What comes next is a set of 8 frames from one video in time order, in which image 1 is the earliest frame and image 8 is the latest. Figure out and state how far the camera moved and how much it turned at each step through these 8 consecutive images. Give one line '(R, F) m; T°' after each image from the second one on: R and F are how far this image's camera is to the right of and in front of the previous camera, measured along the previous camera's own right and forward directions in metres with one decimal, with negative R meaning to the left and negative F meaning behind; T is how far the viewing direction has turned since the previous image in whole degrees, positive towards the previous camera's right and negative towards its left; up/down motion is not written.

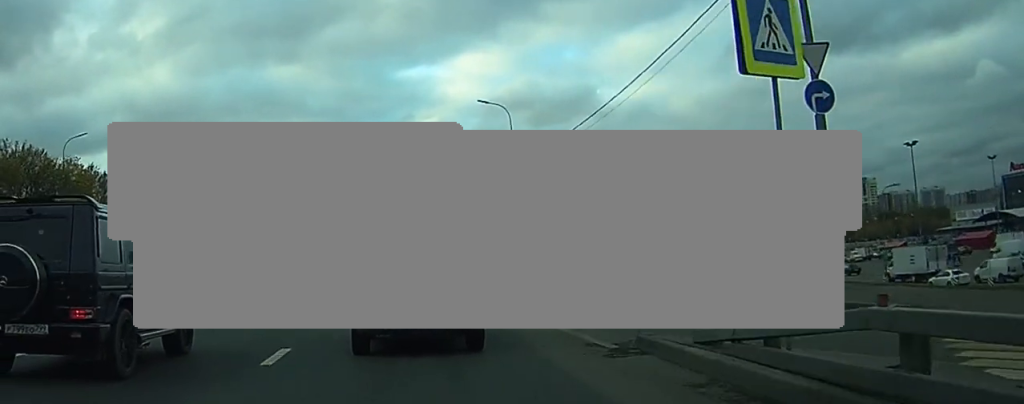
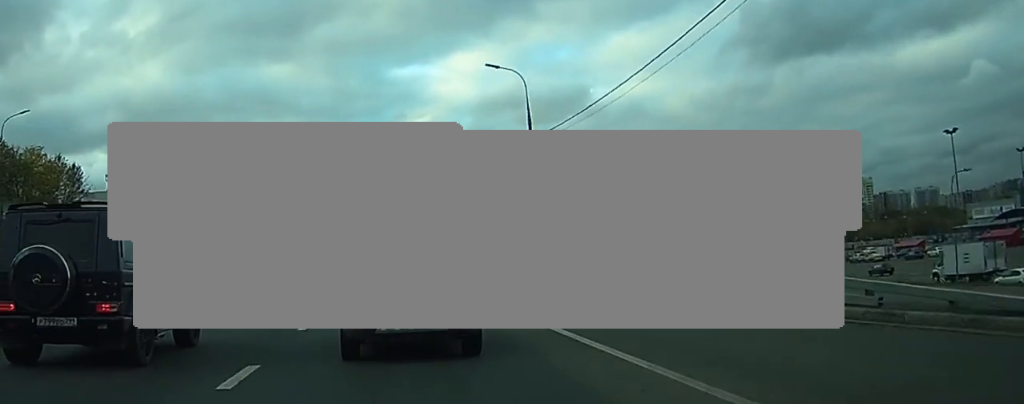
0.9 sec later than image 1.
(+0.1, +10.1) m; 0°
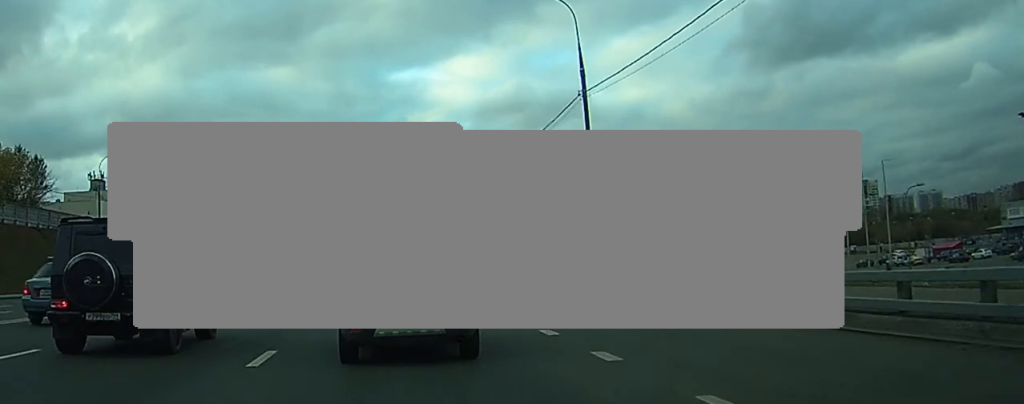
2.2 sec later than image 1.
(-0.2, +14.1) m; 0°
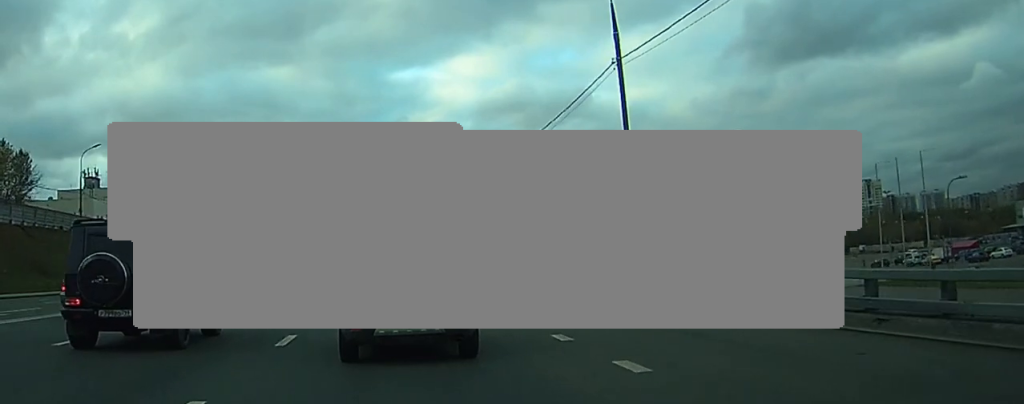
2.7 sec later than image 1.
(+0.1, +5.3) m; 0°
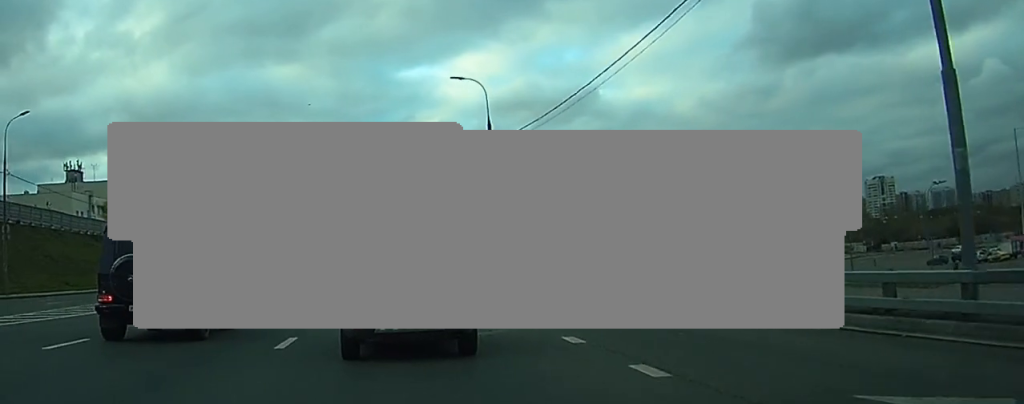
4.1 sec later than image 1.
(+0.1, +16.6) m; -1°
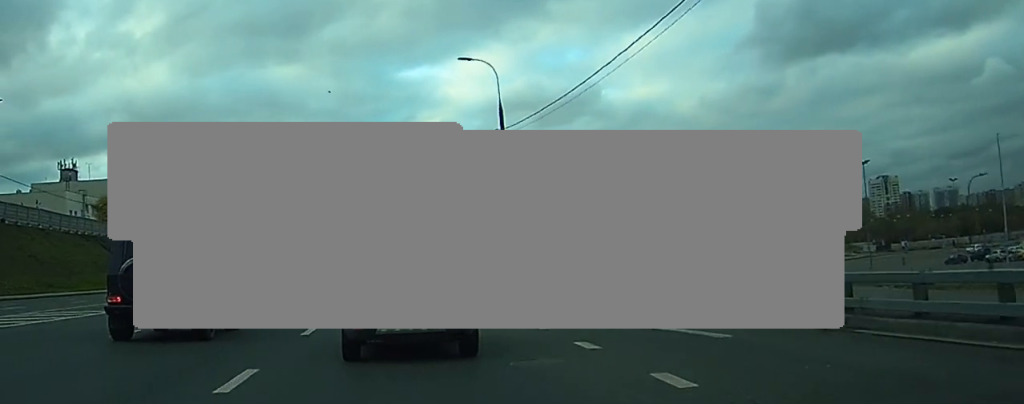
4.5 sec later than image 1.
(0.0, +4.8) m; 0°
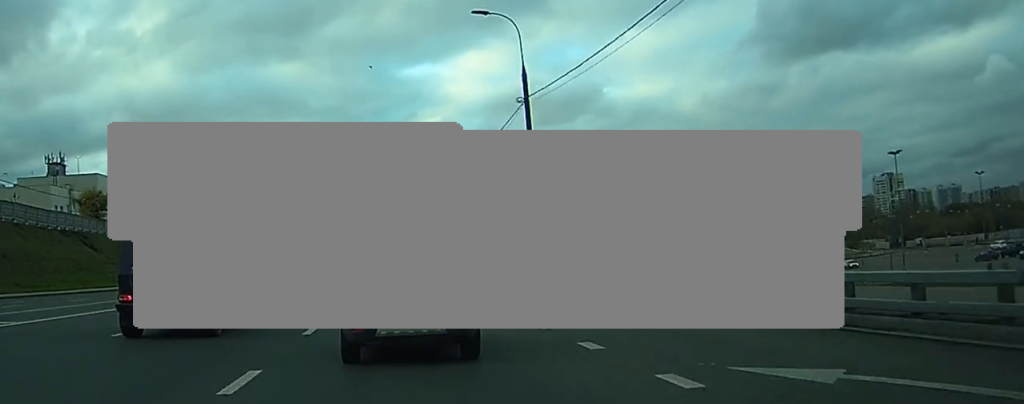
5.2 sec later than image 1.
(0.0, +8.0) m; 0°
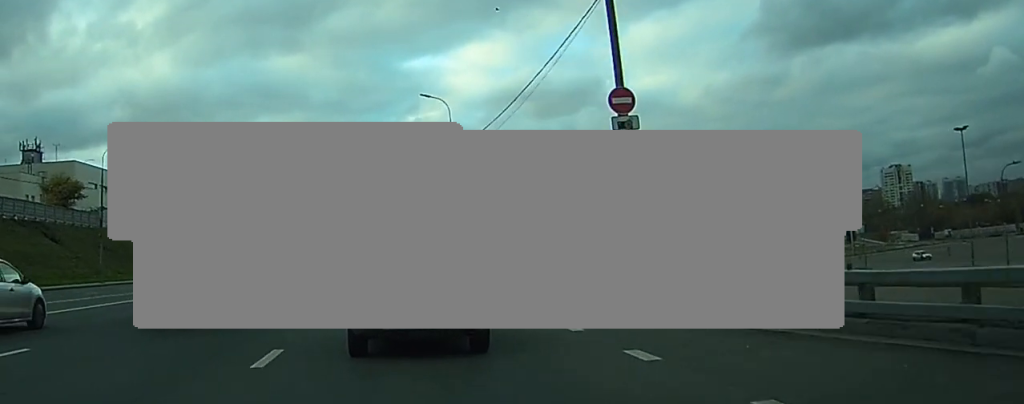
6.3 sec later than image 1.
(-0.1, +14.3) m; +1°
